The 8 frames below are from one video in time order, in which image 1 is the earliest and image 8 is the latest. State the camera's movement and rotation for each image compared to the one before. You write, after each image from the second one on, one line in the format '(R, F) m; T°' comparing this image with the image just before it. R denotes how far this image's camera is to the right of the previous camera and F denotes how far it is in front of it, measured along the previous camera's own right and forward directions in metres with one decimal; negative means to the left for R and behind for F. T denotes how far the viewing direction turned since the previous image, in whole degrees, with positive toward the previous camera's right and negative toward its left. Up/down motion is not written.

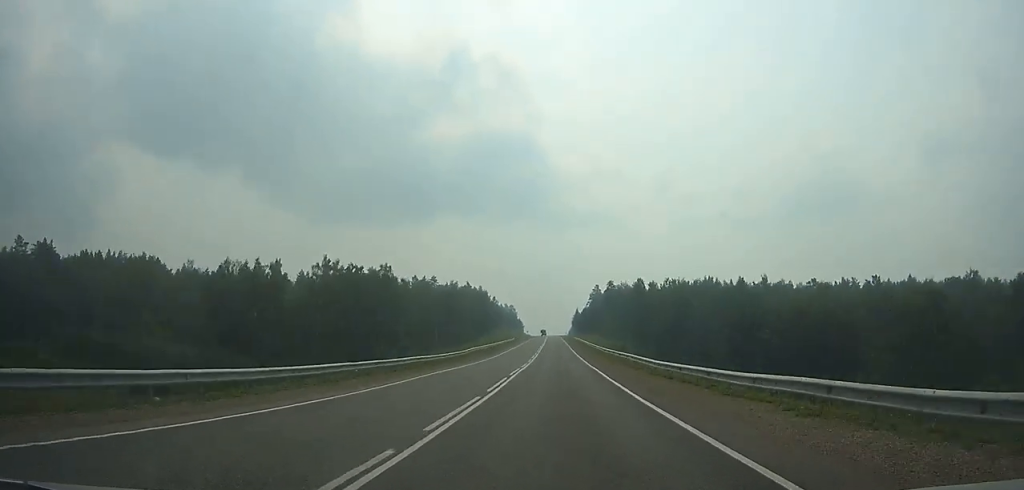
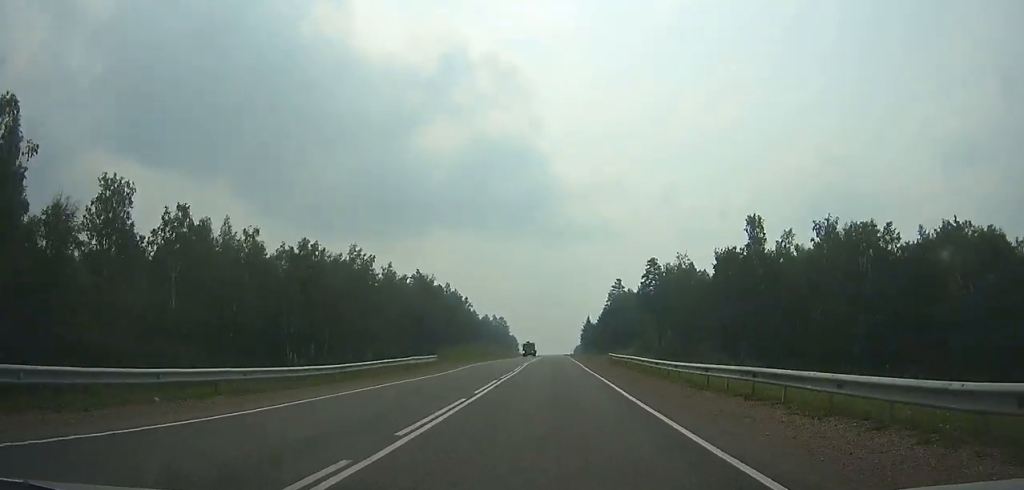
(0.0, +84.4) m; 0°
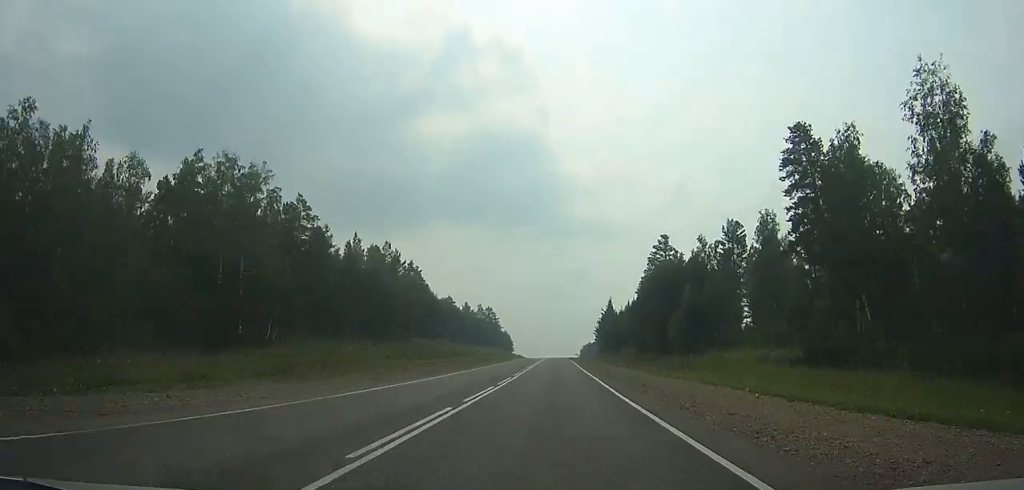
(0.0, +70.3) m; 0°
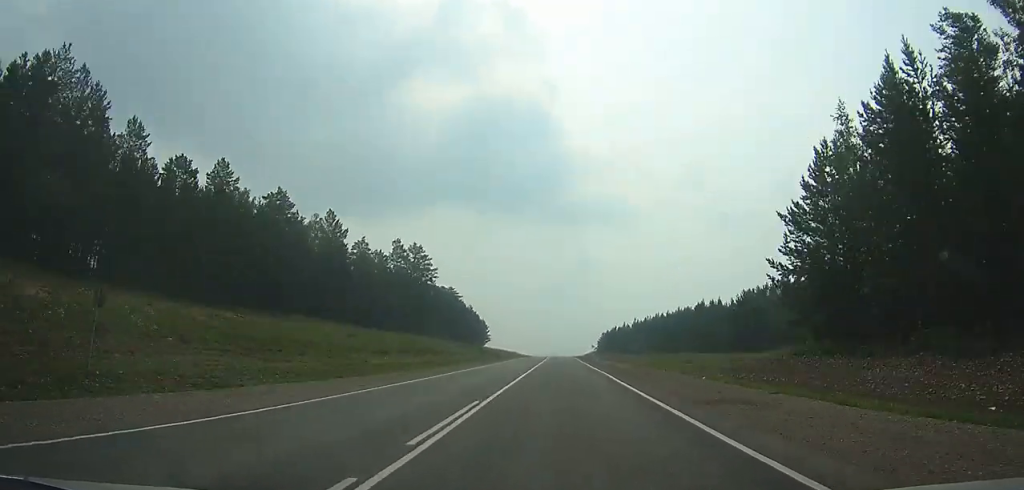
(-0.1, +134.4) m; 0°
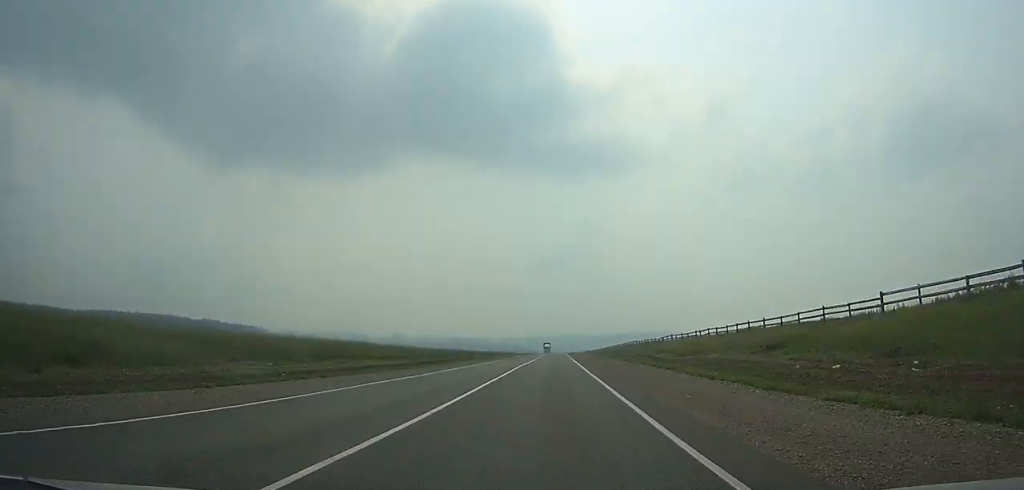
(-0.2, +321.8) m; 0°
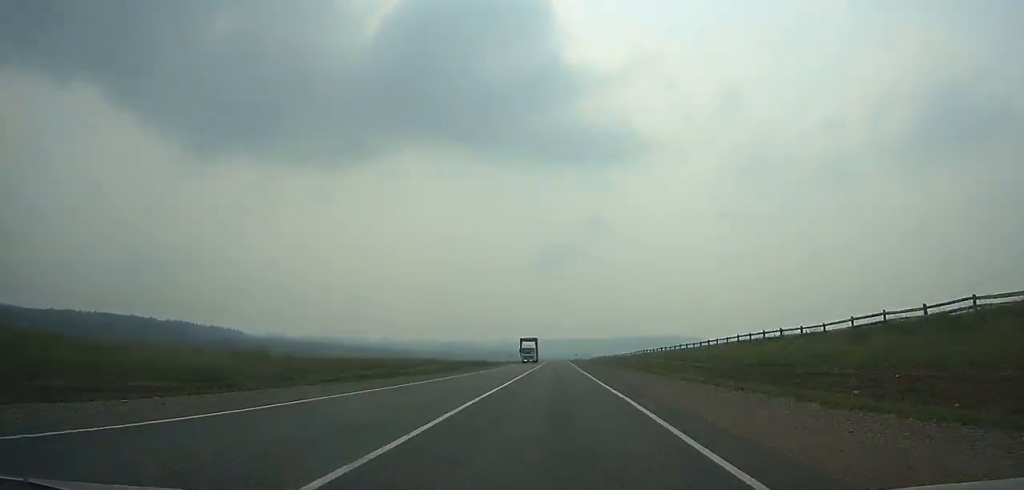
(-0.1, +92.5) m; 0°
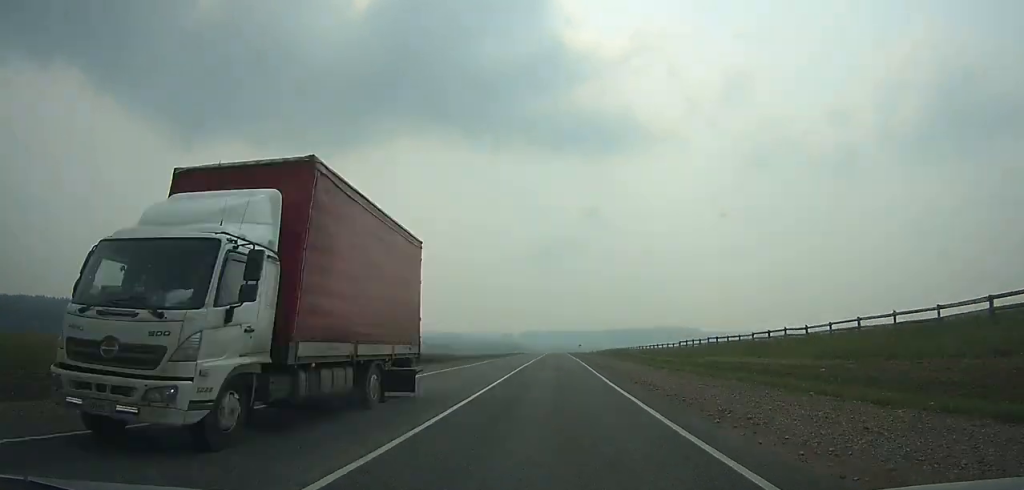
(0.0, +54.8) m; 0°
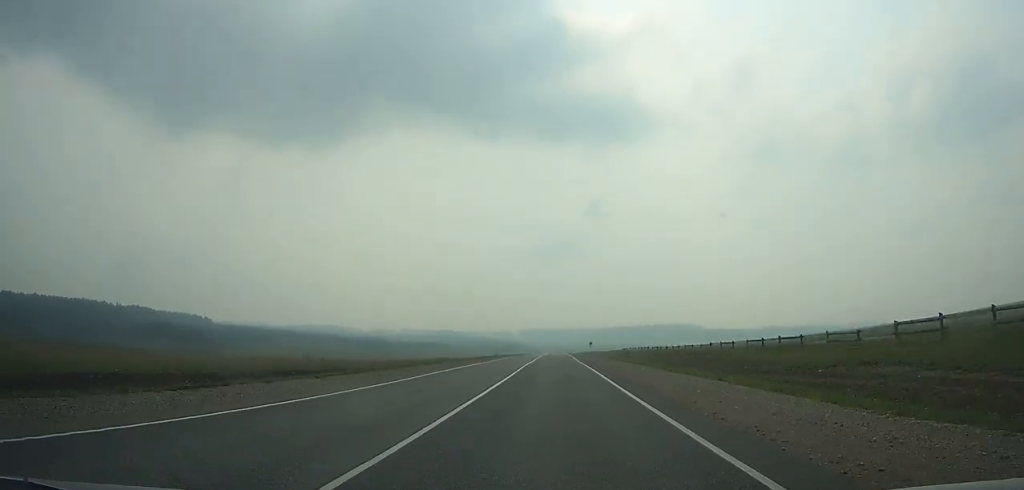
(0.0, +58.4) m; 0°
